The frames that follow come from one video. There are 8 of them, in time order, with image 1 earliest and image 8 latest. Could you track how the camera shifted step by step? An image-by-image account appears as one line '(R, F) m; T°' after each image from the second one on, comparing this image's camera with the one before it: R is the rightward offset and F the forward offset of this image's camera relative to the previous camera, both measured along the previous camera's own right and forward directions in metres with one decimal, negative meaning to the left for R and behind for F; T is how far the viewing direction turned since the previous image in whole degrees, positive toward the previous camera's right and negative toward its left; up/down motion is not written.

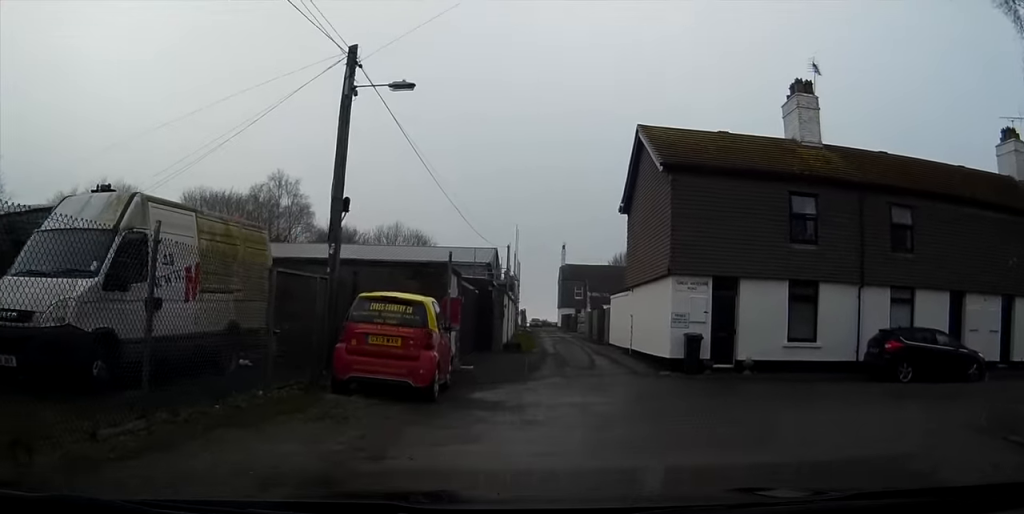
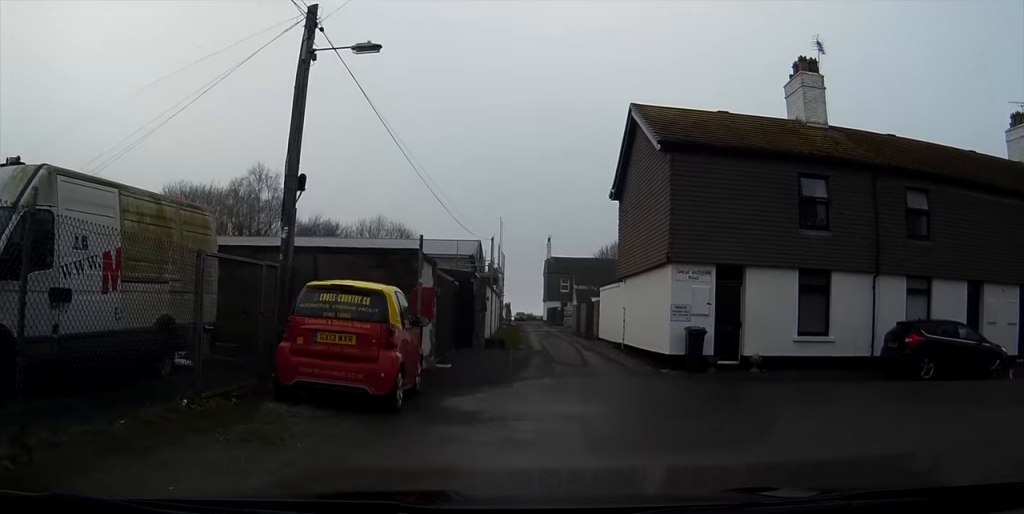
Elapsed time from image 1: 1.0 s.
(0.0, +2.2) m; 0°
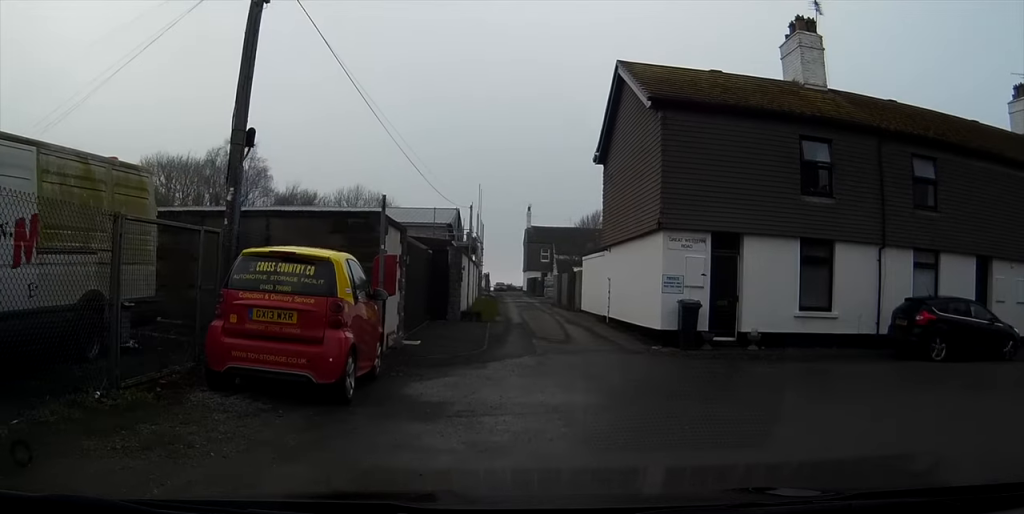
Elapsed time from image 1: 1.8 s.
(0.0, +1.5) m; +1°
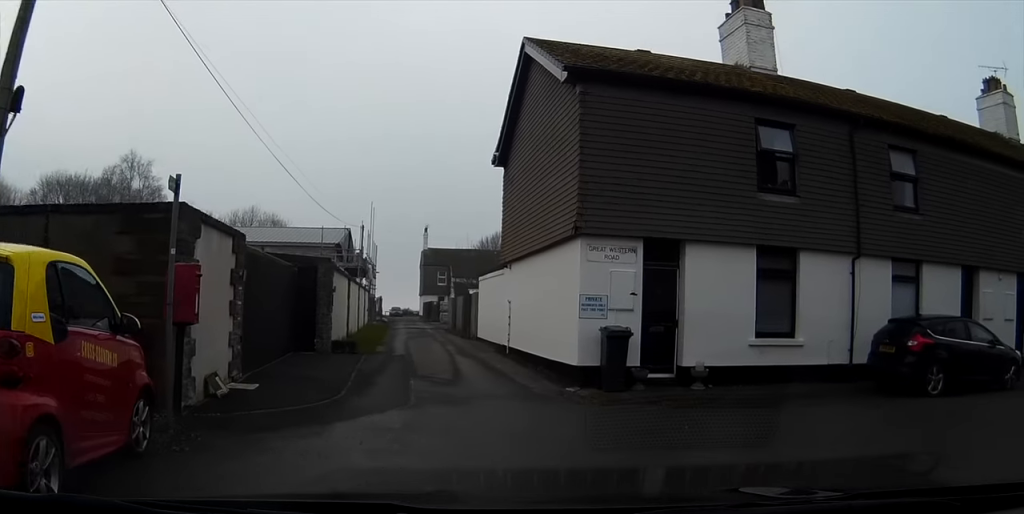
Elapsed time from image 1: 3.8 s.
(+0.3, +3.8) m; +14°
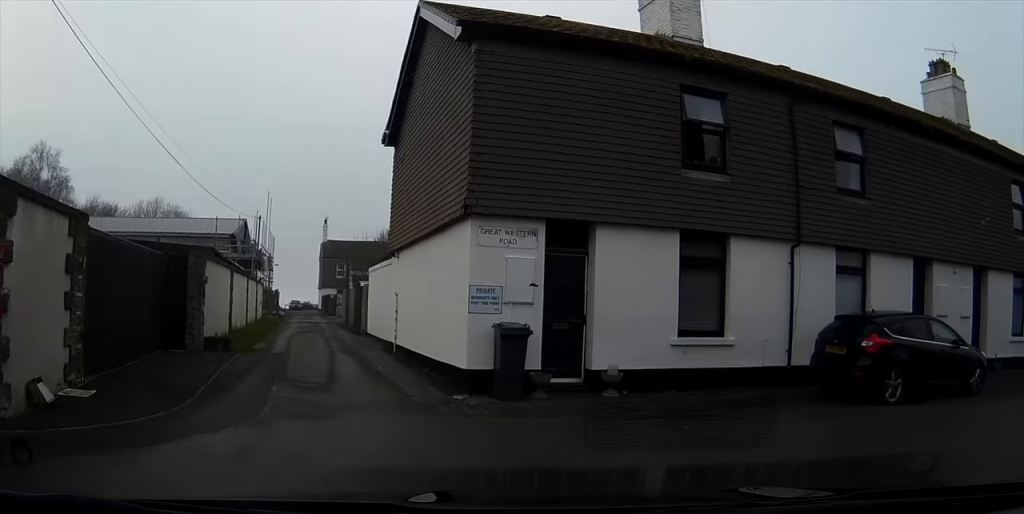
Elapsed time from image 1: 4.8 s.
(+0.1, +1.9) m; +12°
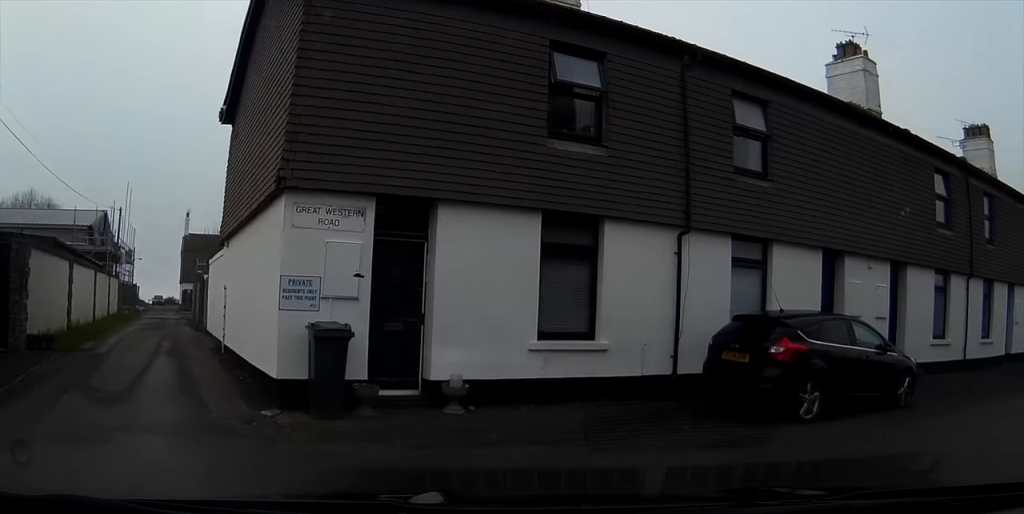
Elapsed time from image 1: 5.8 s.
(+0.2, +1.9) m; +15°
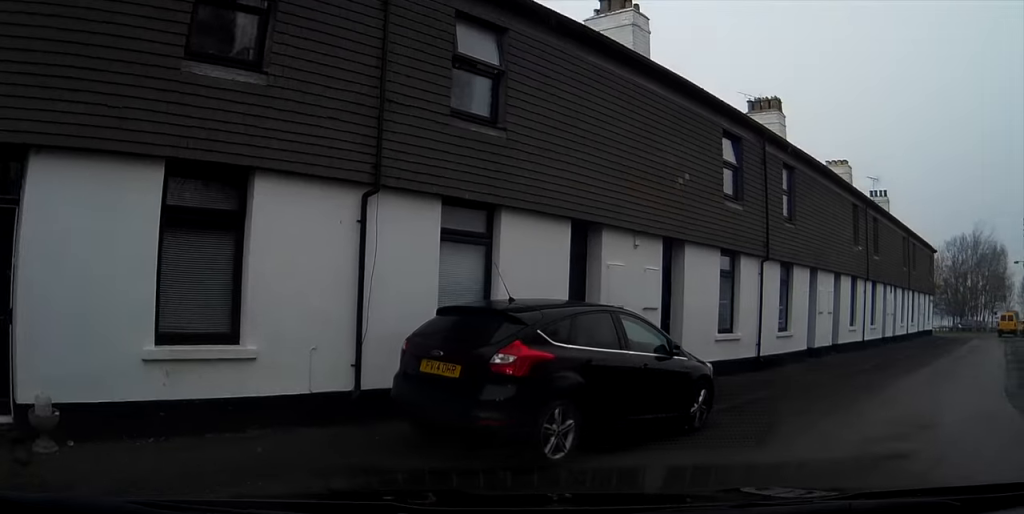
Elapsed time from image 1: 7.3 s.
(+0.5, +3.5) m; +12°
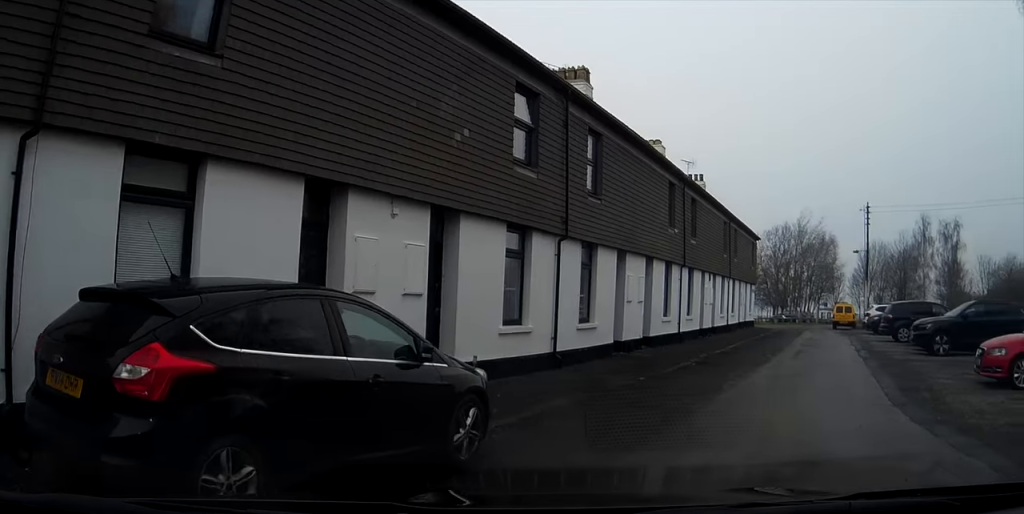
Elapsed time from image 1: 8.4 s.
(+0.1, +2.7) m; +12°
